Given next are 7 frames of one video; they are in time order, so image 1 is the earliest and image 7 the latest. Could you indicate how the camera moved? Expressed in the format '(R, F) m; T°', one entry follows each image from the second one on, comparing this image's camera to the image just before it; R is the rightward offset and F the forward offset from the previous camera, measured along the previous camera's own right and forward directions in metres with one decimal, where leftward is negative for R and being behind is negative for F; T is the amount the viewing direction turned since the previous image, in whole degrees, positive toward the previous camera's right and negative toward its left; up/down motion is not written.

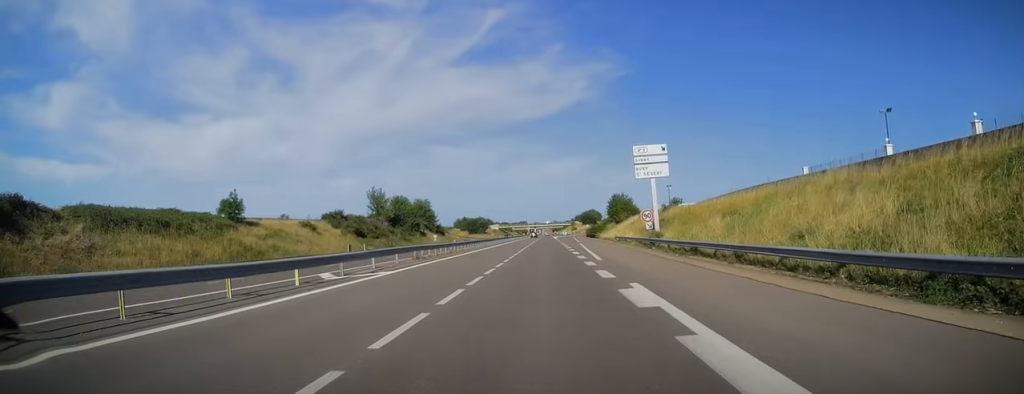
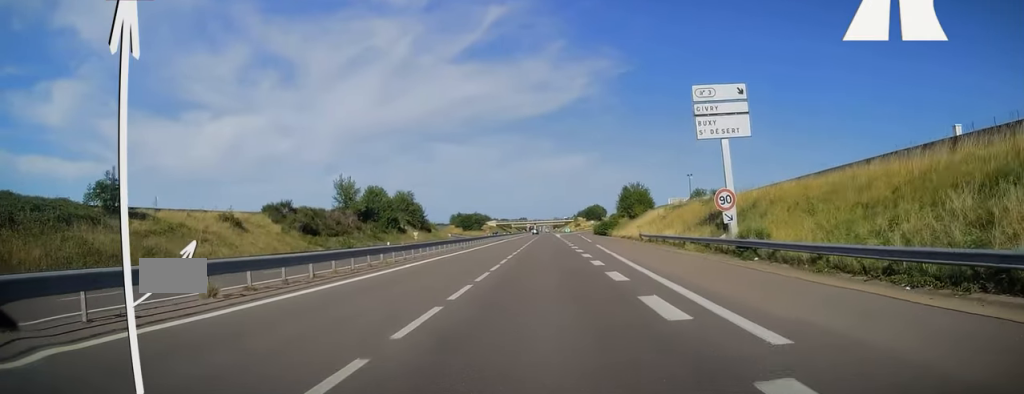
(-0.1, +21.2) m; 0°
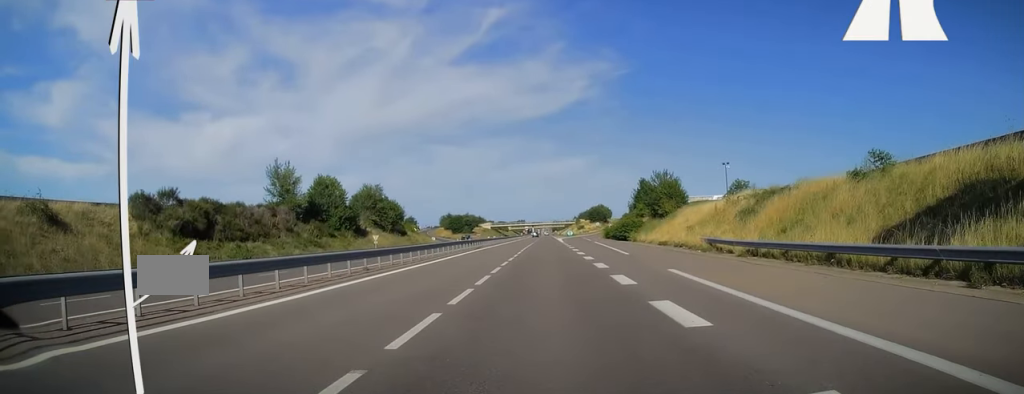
(0.0, +26.5) m; 0°
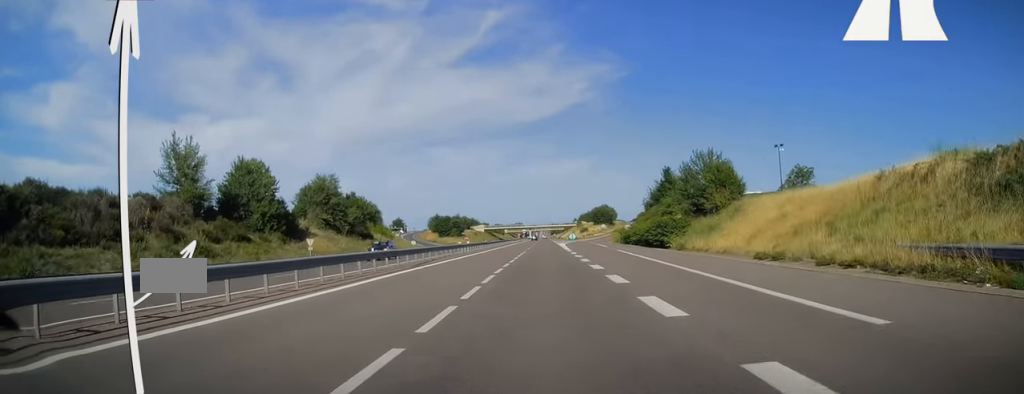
(0.0, +24.6) m; 0°
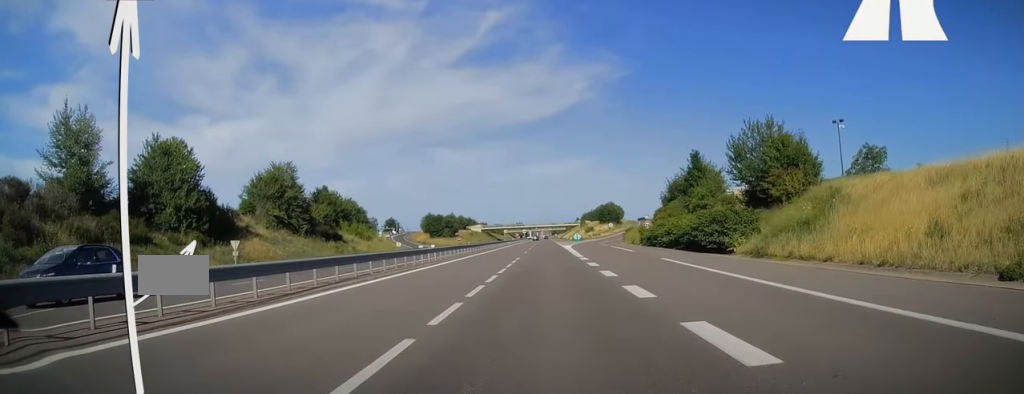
(0.0, +16.7) m; 0°
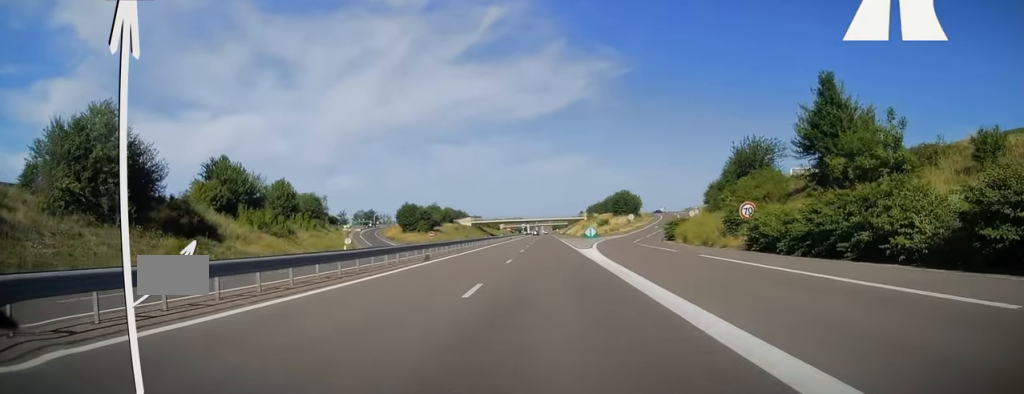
(0.0, +35.9) m; 0°
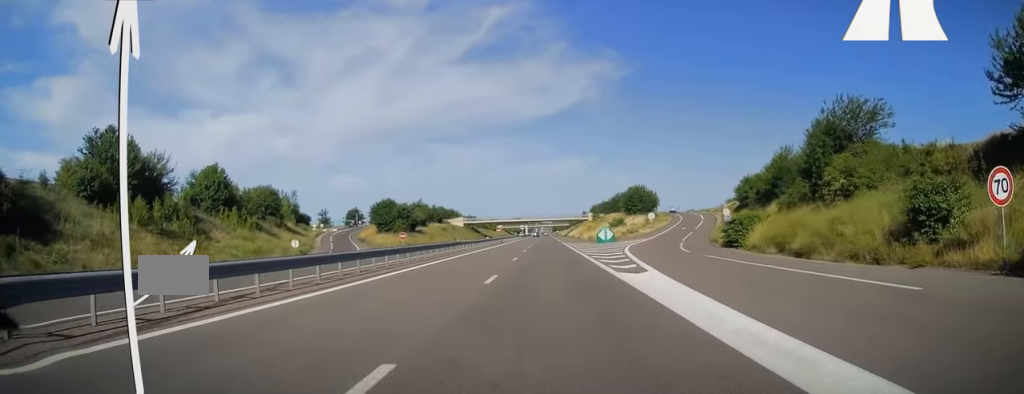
(+0.1, +22.1) m; 0°
